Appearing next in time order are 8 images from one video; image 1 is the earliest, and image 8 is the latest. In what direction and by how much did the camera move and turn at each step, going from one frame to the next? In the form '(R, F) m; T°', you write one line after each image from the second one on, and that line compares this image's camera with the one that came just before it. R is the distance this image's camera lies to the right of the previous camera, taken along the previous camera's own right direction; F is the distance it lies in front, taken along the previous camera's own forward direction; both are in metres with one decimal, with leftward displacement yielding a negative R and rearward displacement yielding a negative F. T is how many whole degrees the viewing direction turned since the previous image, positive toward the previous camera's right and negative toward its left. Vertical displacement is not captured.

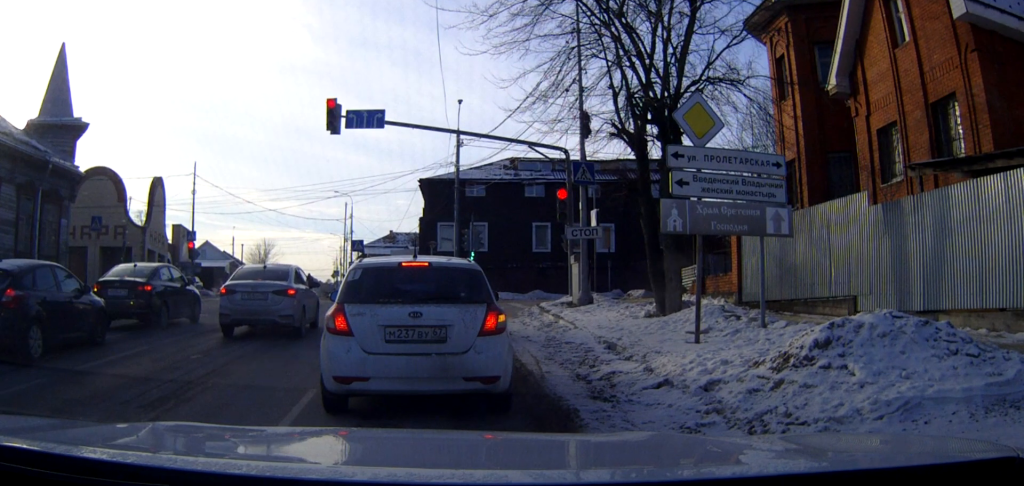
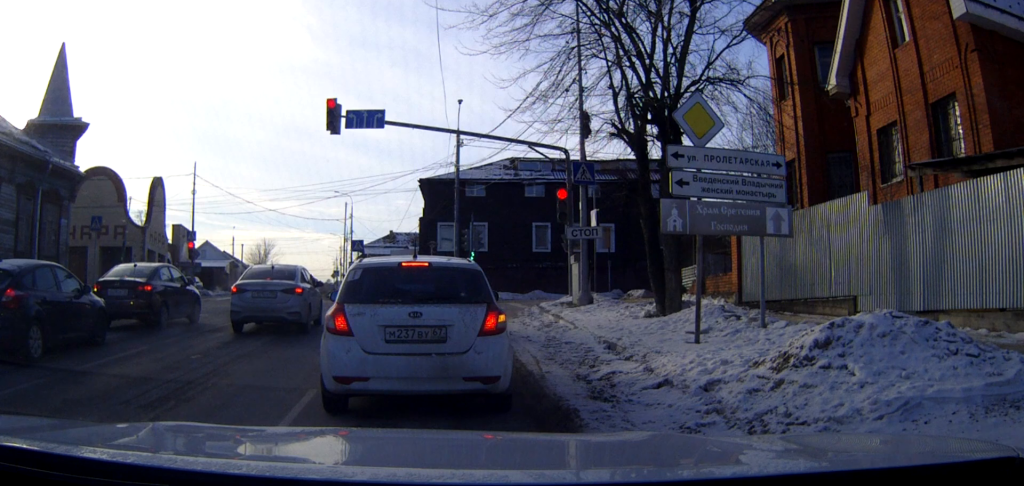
(0.0, 0.0) m; 0°
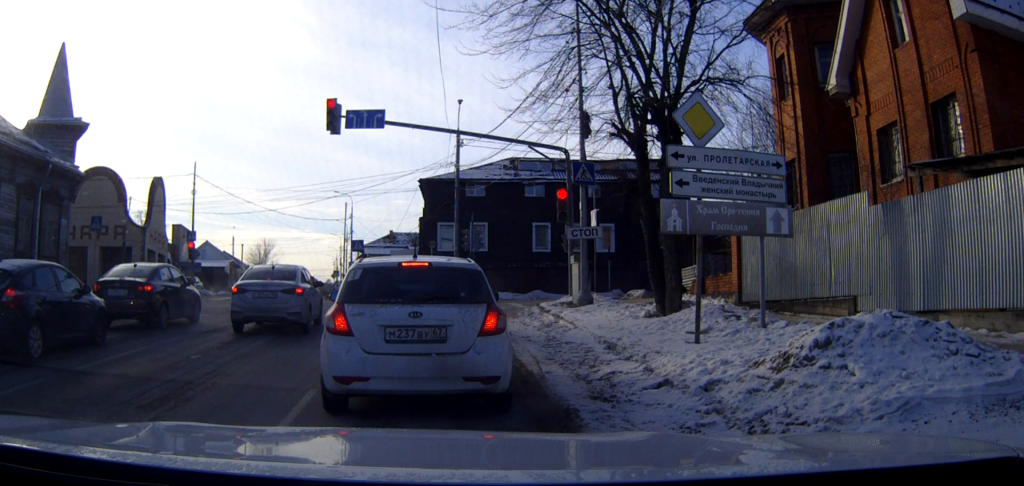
(0.0, 0.0) m; 0°
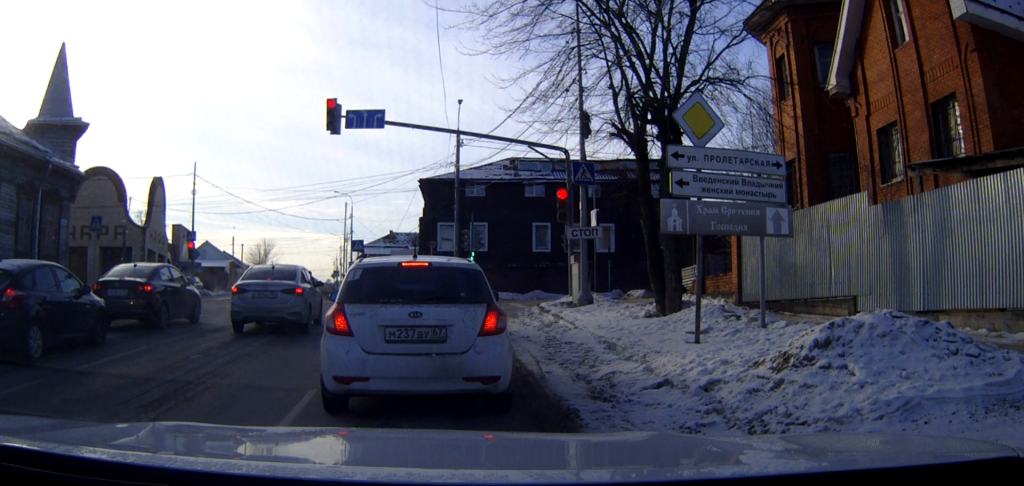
(0.0, 0.0) m; 0°
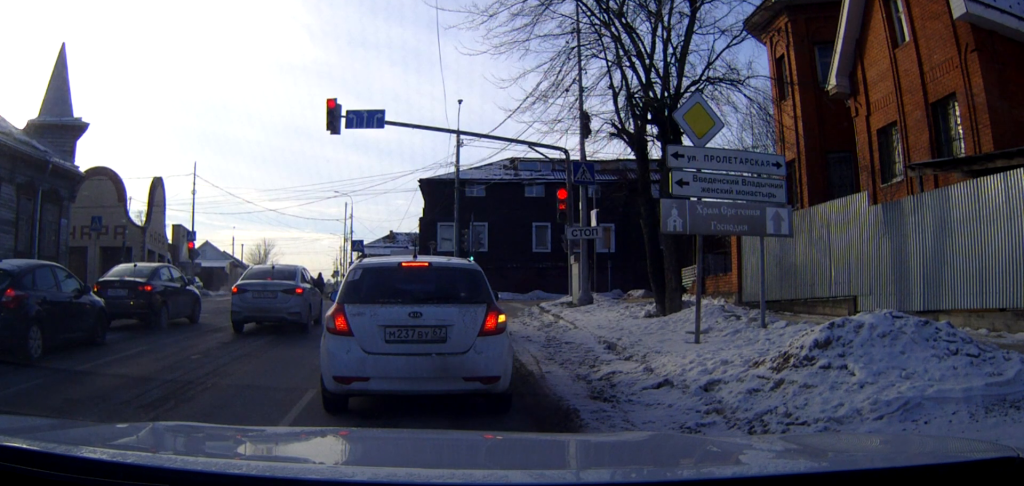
(0.0, 0.0) m; 0°
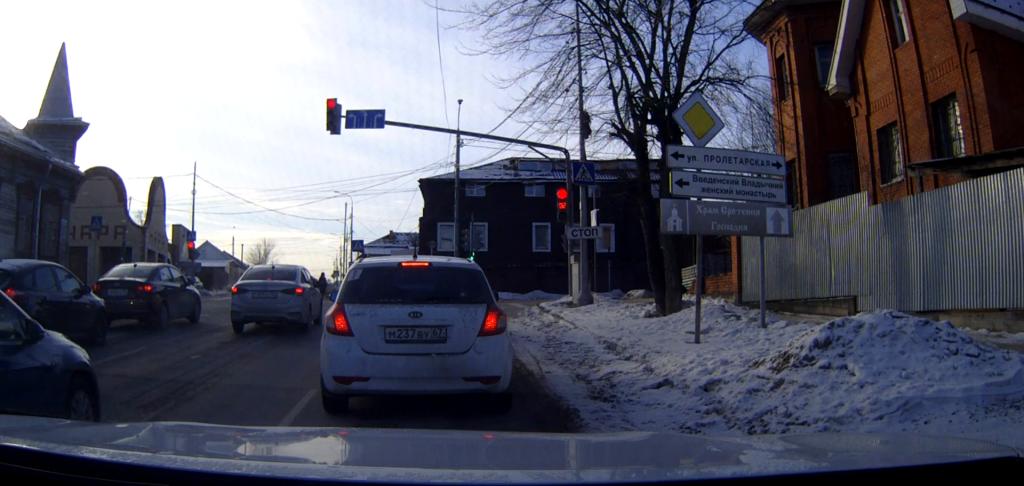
(0.0, 0.0) m; 0°
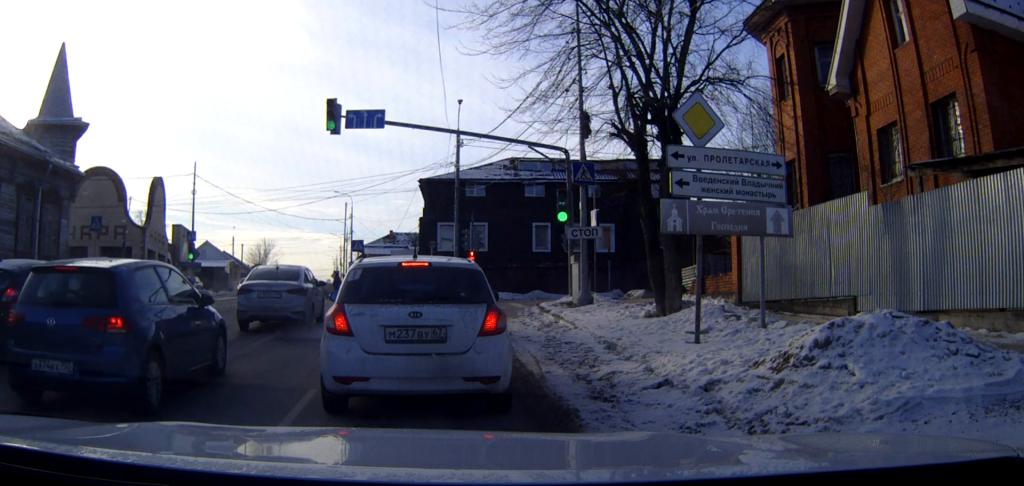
(0.0, 0.0) m; 0°
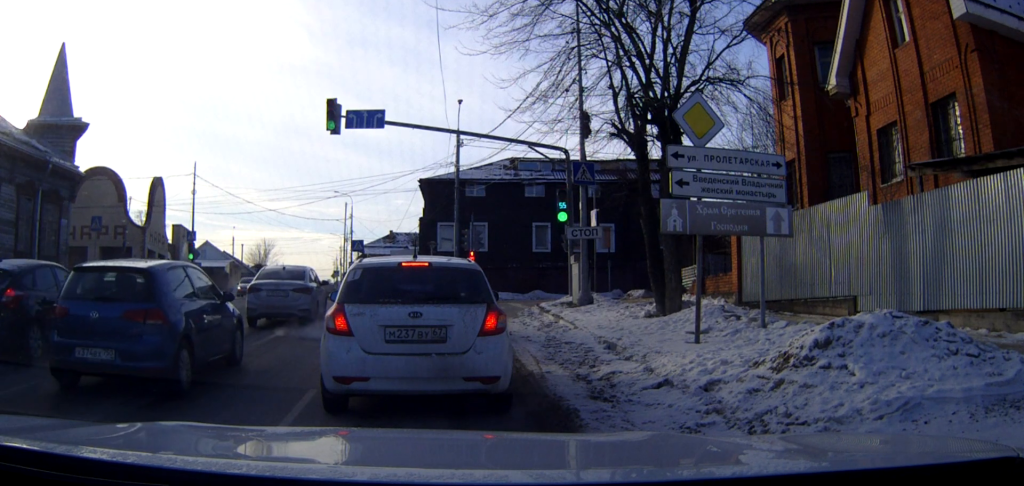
(0.0, 0.0) m; 0°
